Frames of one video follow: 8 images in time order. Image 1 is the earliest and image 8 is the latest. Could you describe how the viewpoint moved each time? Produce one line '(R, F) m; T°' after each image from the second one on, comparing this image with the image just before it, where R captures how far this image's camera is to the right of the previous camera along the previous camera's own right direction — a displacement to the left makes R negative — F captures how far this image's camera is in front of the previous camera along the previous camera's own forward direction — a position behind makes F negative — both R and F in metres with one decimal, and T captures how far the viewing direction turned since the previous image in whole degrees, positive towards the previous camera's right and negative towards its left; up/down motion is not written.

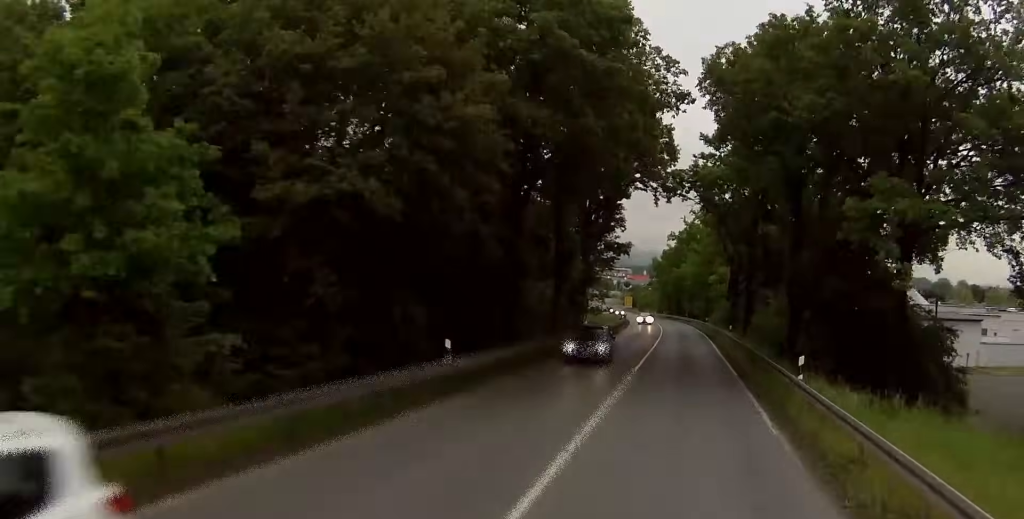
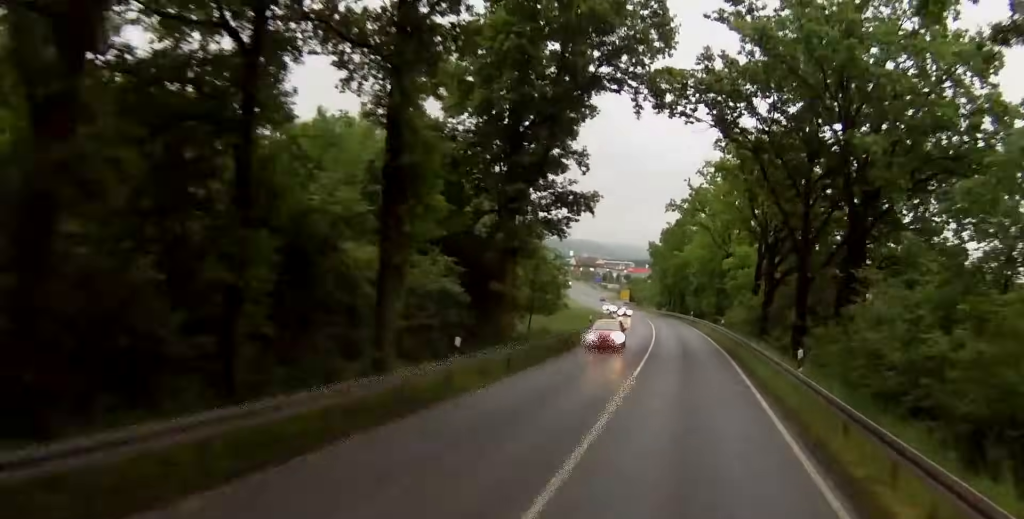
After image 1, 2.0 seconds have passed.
(+0.3, +27.7) m; +2°
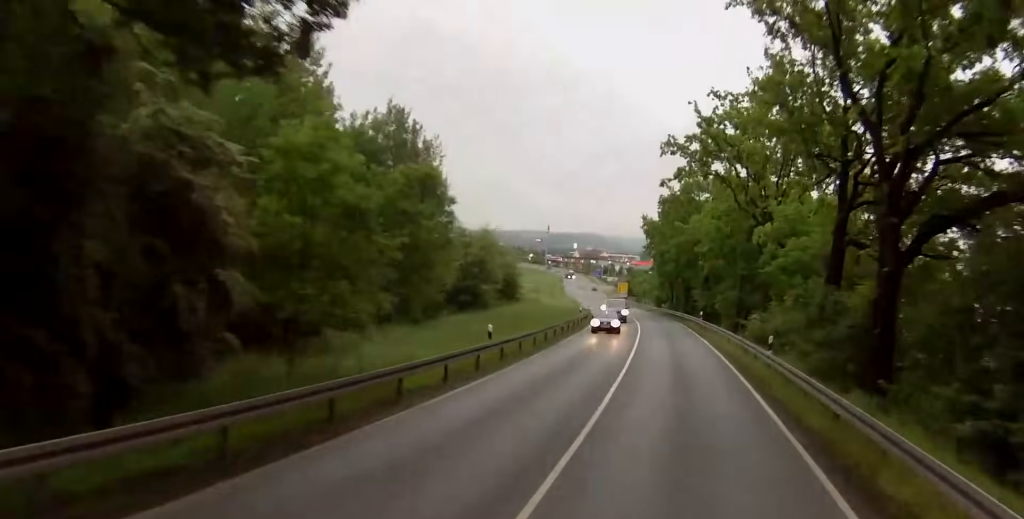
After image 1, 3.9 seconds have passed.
(+0.2, +34.2) m; 0°
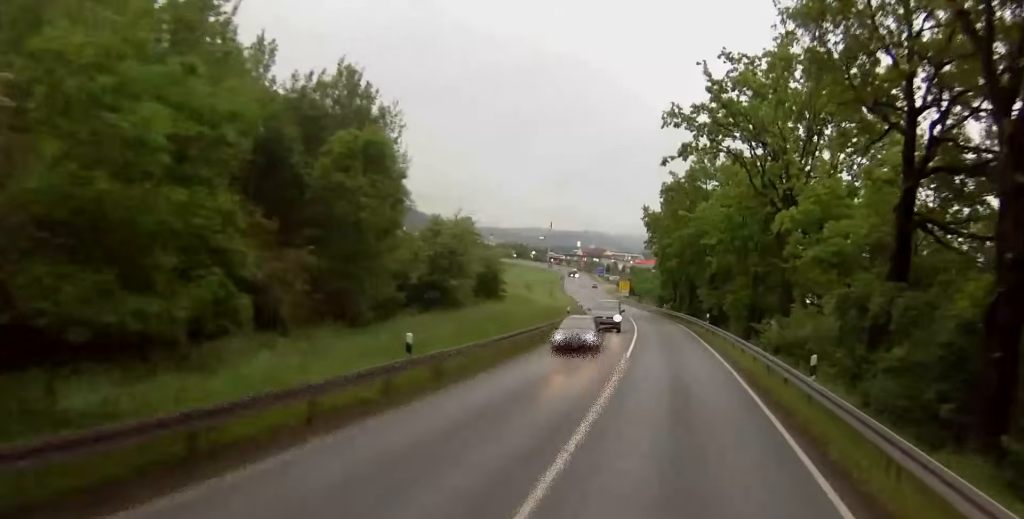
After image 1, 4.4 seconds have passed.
(0.0, +9.5) m; 0°
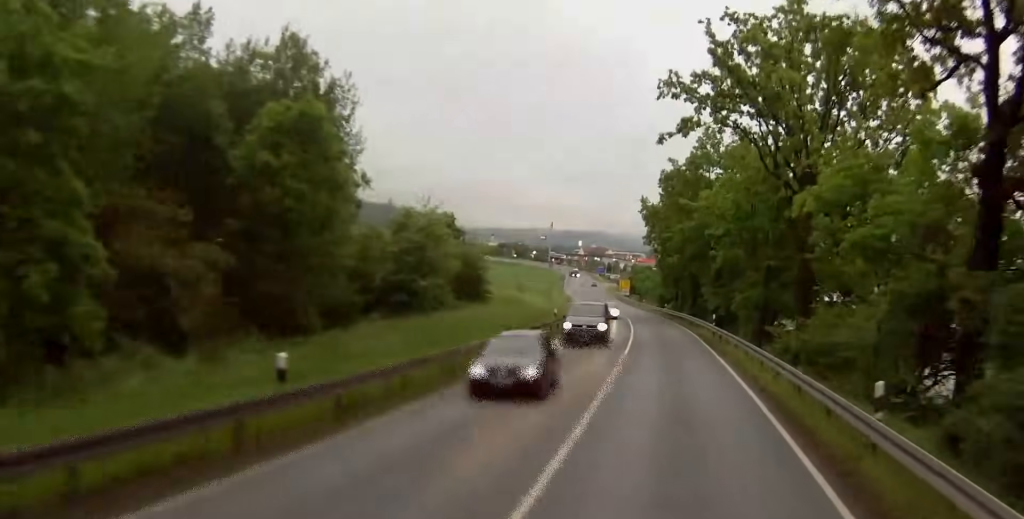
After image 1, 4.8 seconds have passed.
(0.0, +7.1) m; 0°
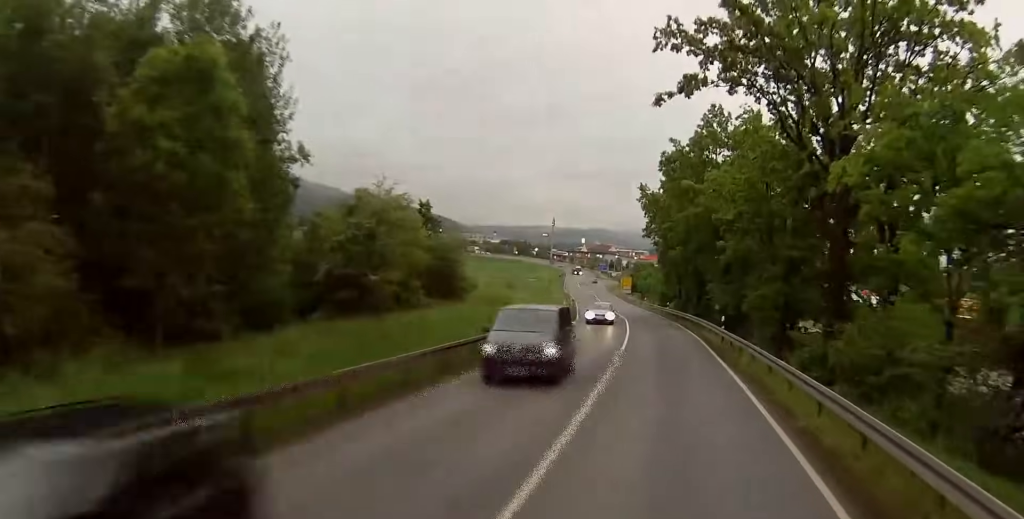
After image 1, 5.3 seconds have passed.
(0.0, +8.2) m; -1°
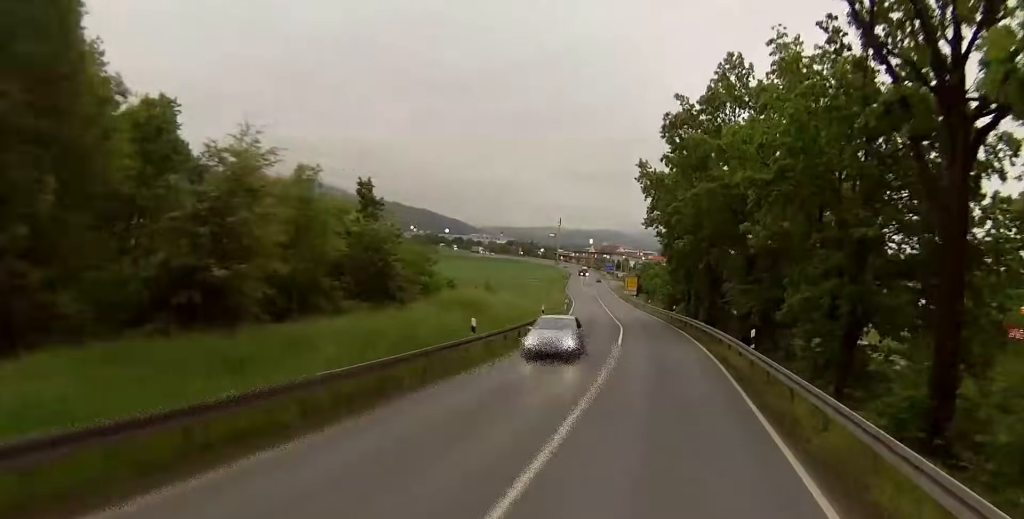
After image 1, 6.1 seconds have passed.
(0.0, +14.4) m; -1°
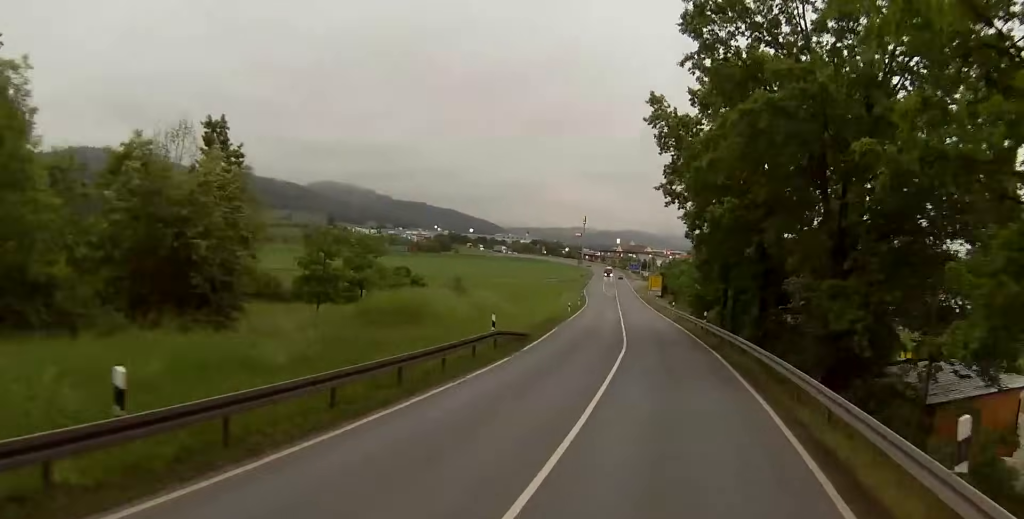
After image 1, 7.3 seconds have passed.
(-0.4, +19.8) m; -1°
